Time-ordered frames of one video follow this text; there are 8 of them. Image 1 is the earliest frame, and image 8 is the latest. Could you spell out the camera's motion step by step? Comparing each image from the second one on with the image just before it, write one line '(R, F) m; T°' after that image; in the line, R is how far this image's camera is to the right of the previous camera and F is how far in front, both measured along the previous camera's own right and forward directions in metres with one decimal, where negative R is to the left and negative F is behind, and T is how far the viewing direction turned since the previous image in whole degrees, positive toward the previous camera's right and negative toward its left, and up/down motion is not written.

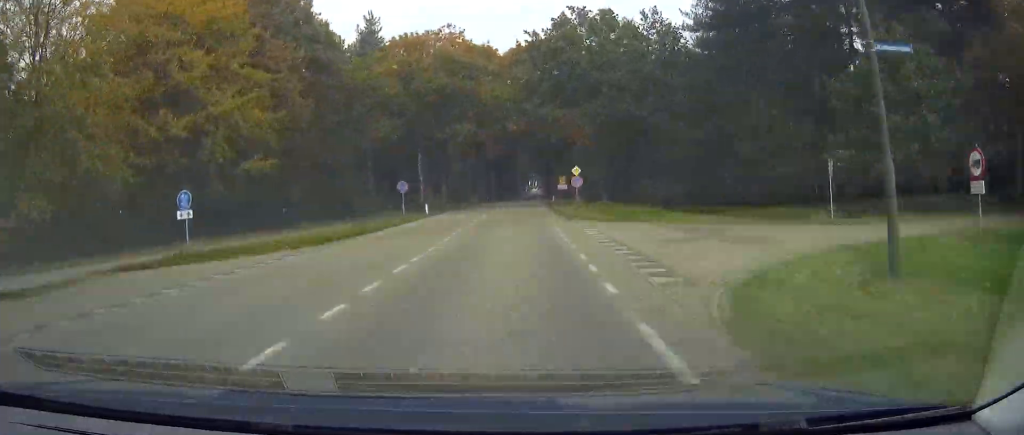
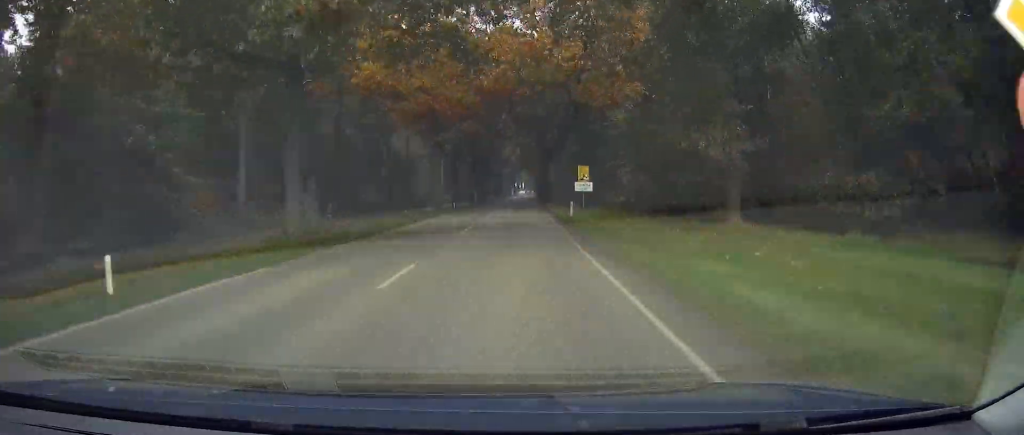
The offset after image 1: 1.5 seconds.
(+0.1, +34.3) m; +1°
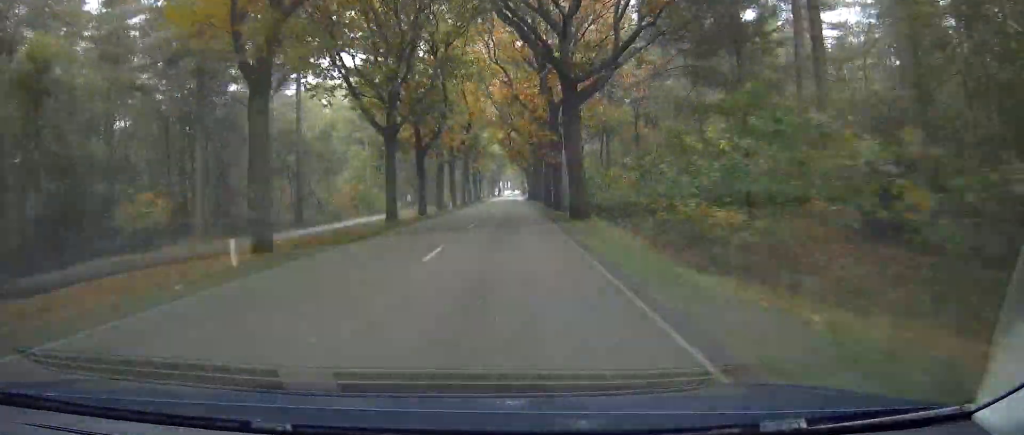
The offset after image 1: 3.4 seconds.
(+0.6, +45.1) m; +1°
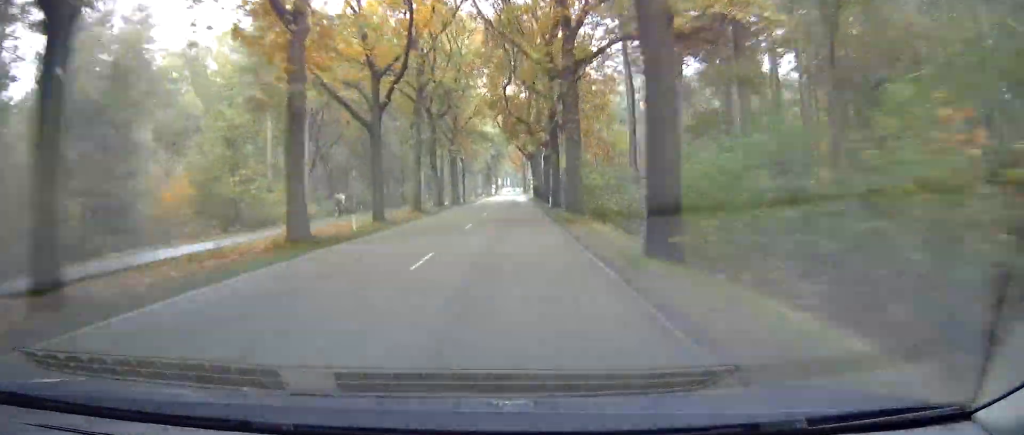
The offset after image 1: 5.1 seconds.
(+0.4, +38.7) m; +1°
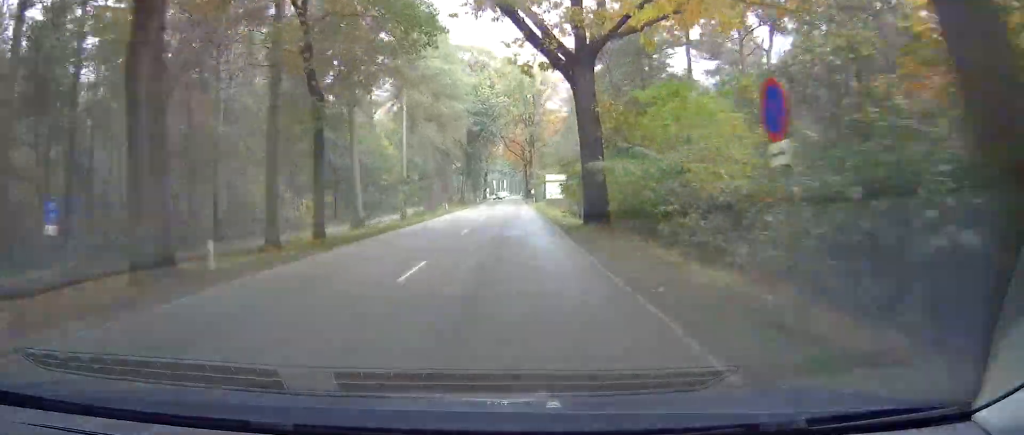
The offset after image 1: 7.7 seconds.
(+0.1, +61.4) m; 0°
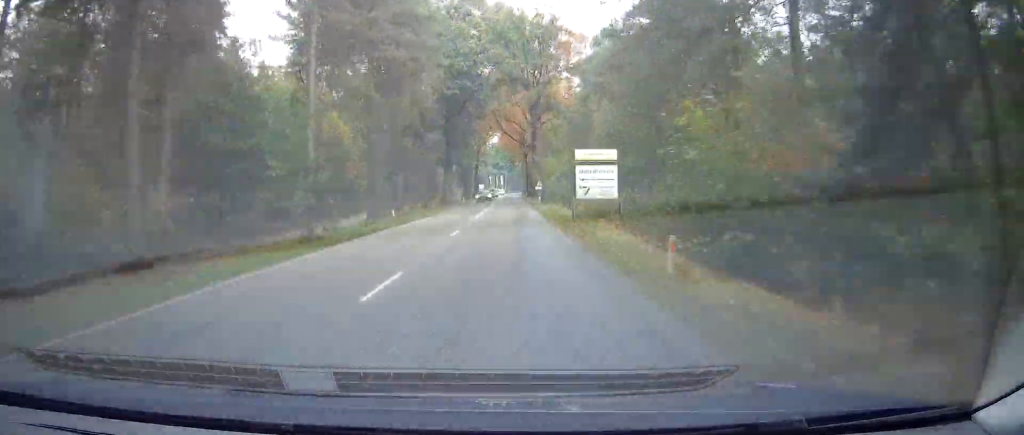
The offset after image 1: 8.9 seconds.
(0.0, +26.0) m; 0°
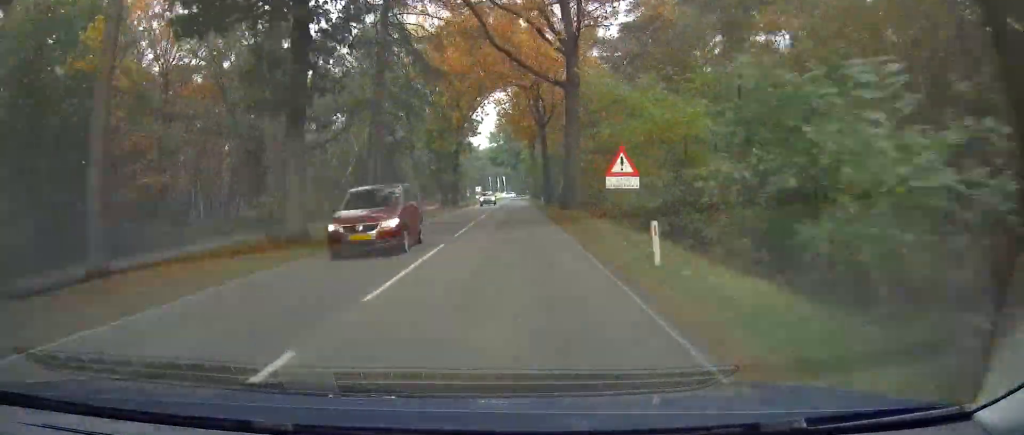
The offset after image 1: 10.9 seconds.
(0.0, +47.4) m; 0°
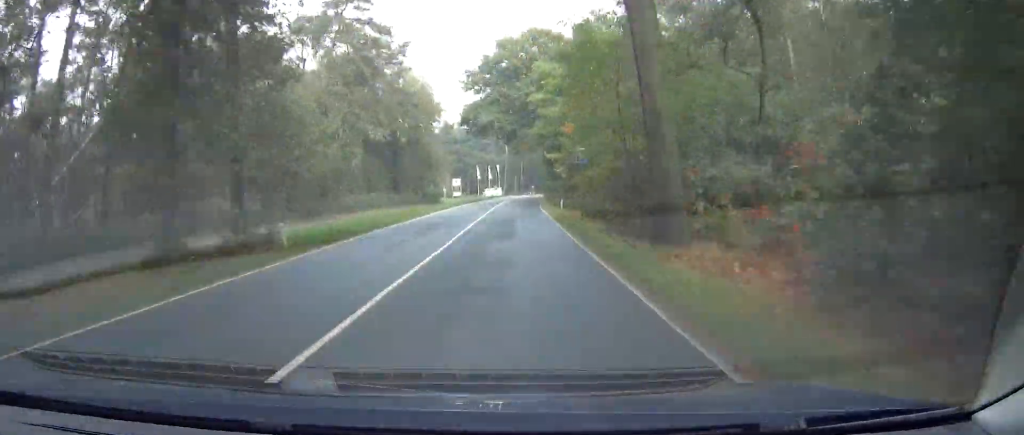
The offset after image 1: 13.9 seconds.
(+0.4, +69.4) m; +1°
